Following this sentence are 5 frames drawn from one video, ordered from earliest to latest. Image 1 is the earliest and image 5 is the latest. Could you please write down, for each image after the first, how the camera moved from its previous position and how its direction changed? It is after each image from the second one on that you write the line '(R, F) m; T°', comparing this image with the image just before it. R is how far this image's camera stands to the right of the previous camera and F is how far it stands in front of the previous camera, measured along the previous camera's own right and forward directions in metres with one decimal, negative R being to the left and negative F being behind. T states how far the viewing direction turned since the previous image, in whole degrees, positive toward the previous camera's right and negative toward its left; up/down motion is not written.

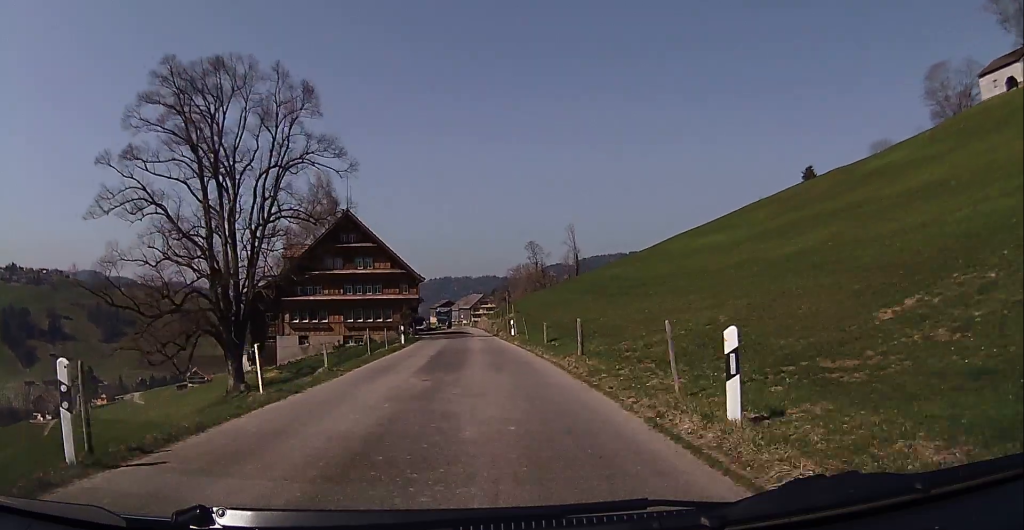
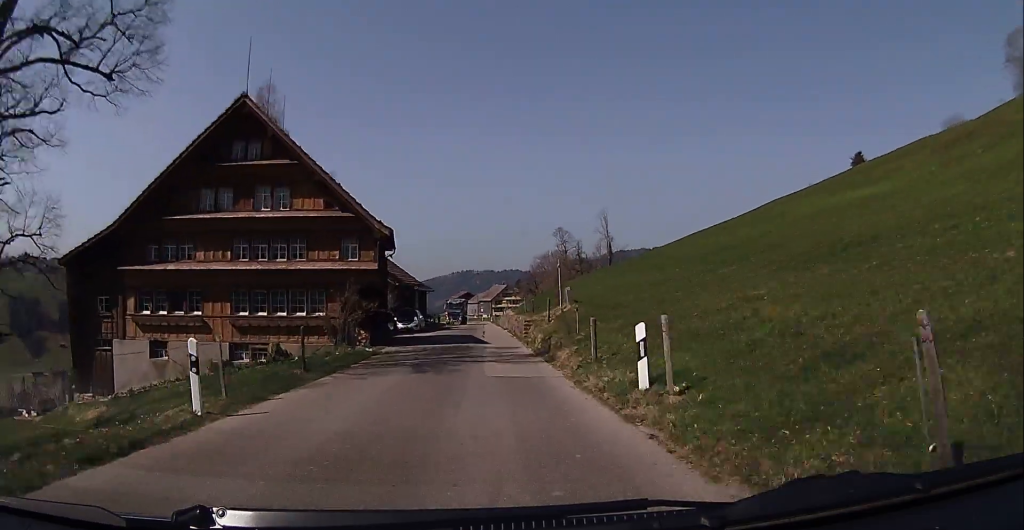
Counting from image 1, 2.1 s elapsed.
(+0.2, +27.2) m; 0°
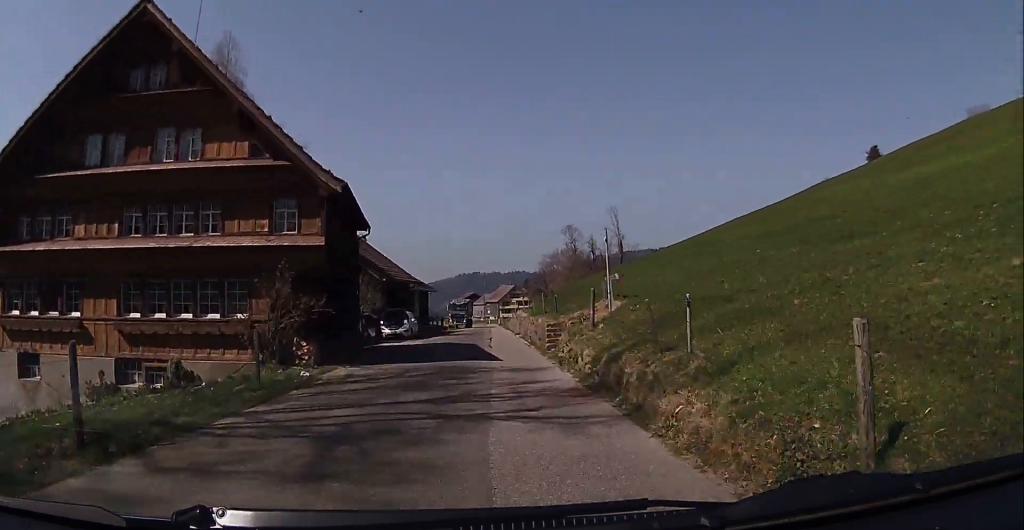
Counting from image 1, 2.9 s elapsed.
(+0.1, +9.4) m; 0°
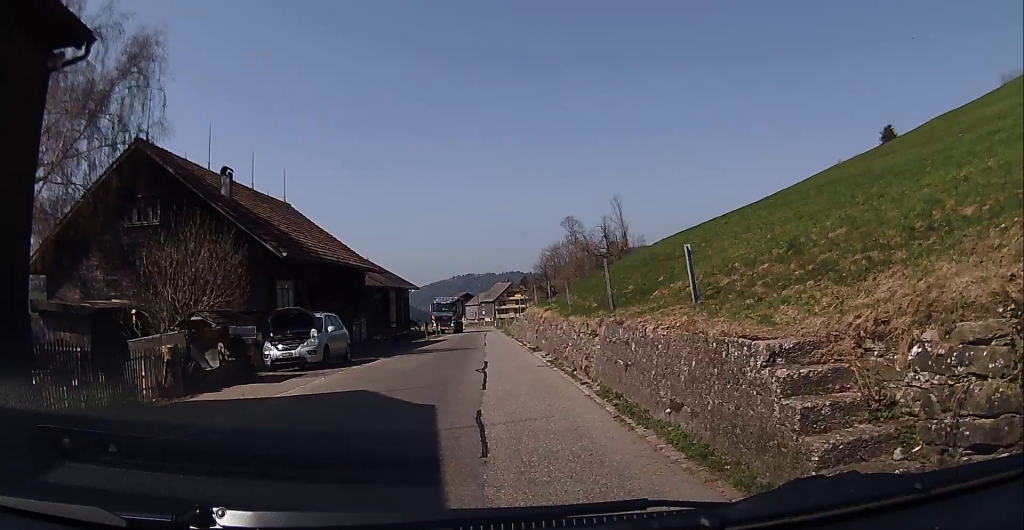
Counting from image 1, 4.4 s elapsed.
(-0.4, +19.7) m; -1°
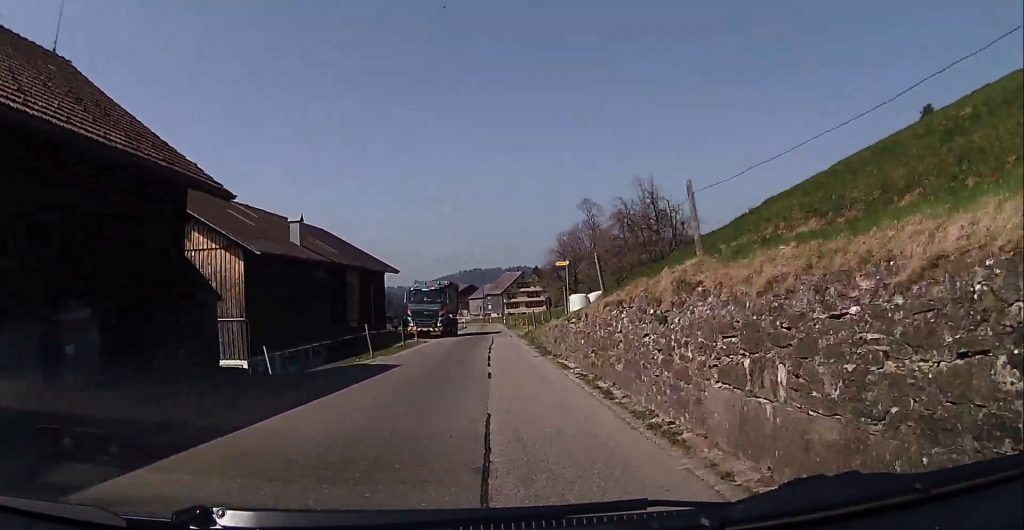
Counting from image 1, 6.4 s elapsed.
(+0.5, +25.9) m; 0°
